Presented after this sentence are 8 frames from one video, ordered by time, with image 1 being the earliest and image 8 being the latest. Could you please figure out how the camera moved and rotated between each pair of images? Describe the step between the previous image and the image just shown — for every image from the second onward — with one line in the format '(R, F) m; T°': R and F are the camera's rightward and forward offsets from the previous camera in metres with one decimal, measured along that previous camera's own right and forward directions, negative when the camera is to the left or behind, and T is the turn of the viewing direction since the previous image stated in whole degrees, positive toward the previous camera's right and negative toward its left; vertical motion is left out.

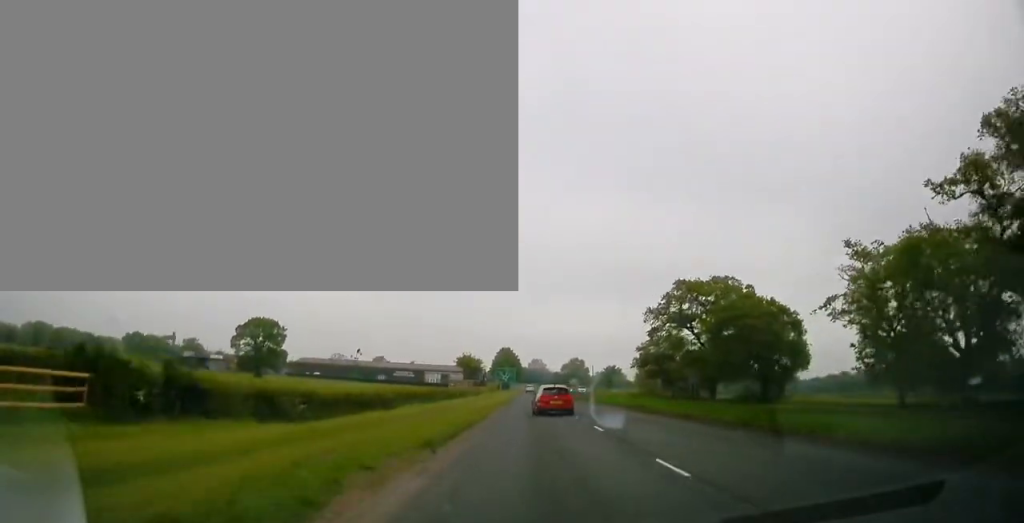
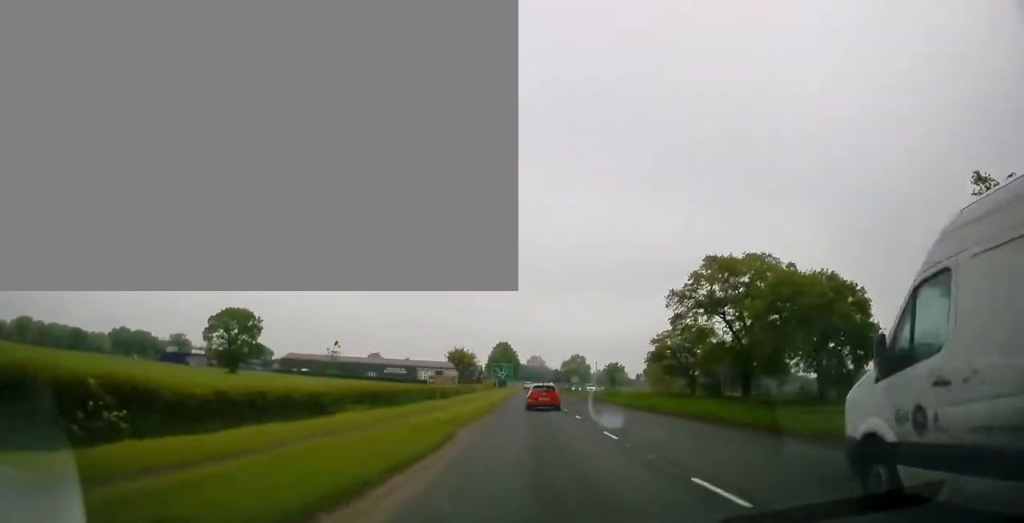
(-0.3, +11.8) m; 0°
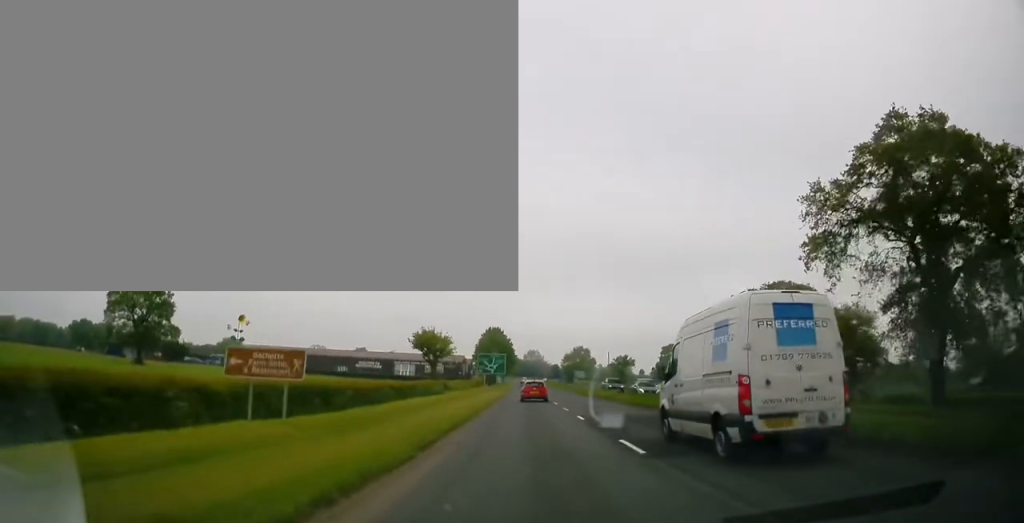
(+0.2, +31.3) m; +1°
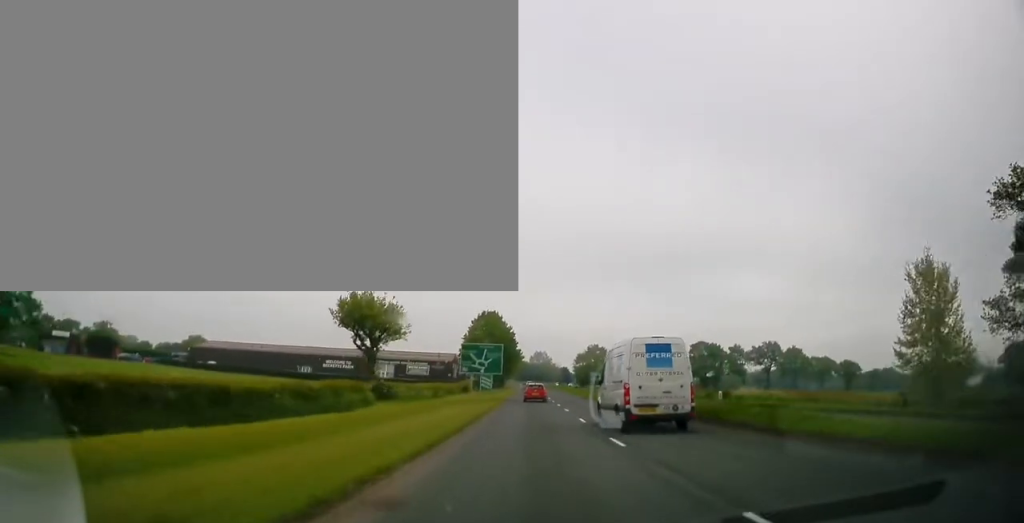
(0.0, +33.2) m; -1°
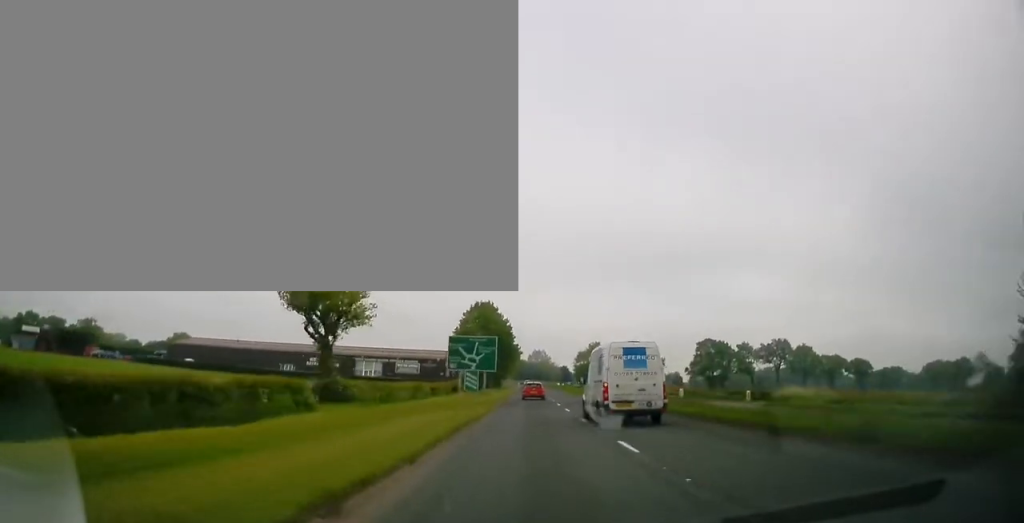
(-0.1, +9.0) m; 0°
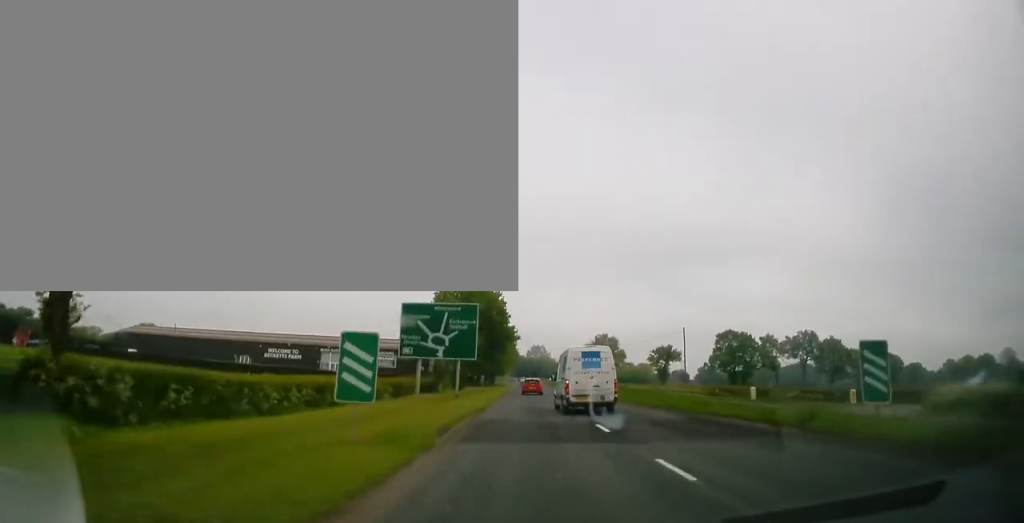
(-0.1, +22.0) m; 0°
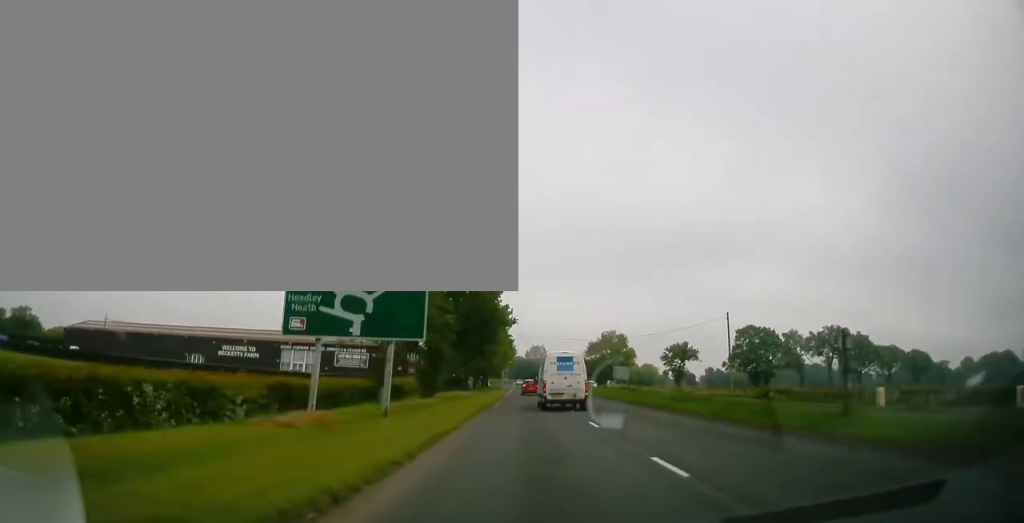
(+0.2, +16.9) m; +1°
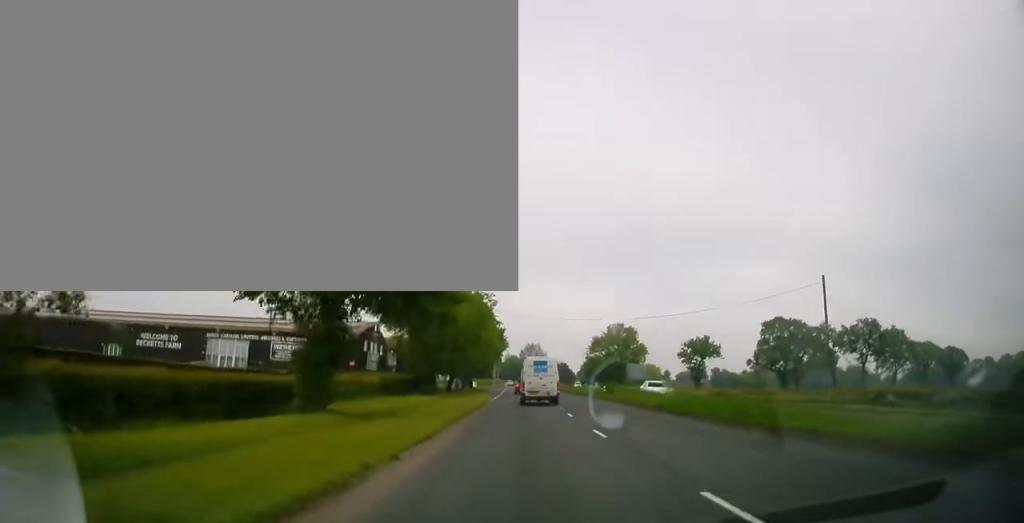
(0.0, +22.0) m; 0°
